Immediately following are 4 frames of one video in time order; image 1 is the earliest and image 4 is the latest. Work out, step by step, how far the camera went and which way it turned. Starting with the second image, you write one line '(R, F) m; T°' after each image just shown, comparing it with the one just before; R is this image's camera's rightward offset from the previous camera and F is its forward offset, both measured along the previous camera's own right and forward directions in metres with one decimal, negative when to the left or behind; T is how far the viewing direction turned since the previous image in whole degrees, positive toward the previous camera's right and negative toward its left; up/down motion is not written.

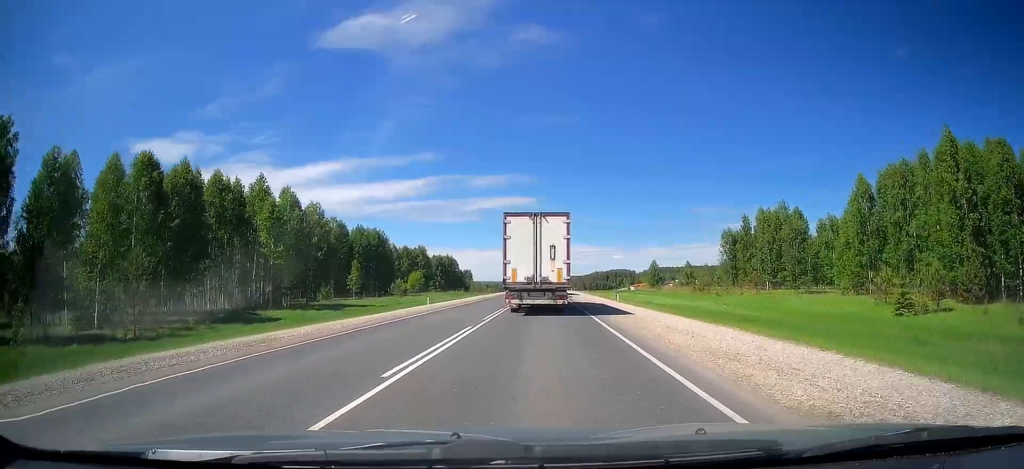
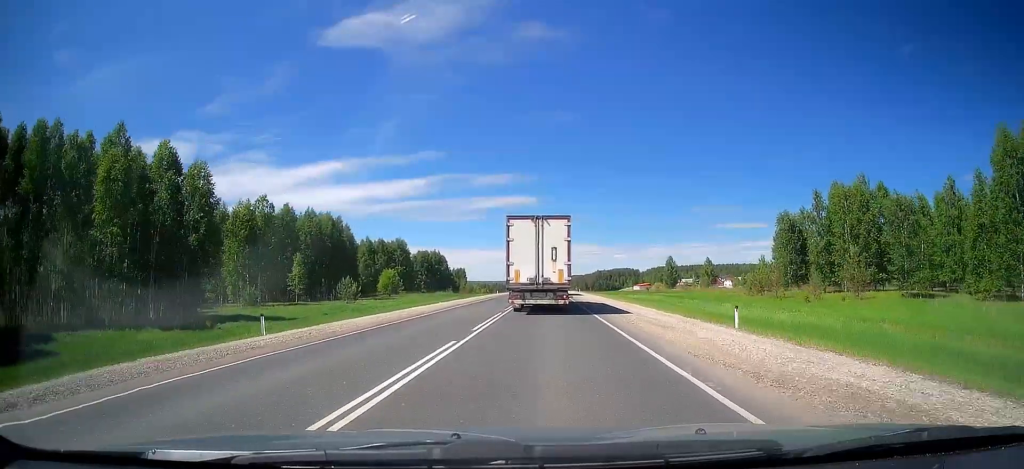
(+0.1, +28.0) m; +1°
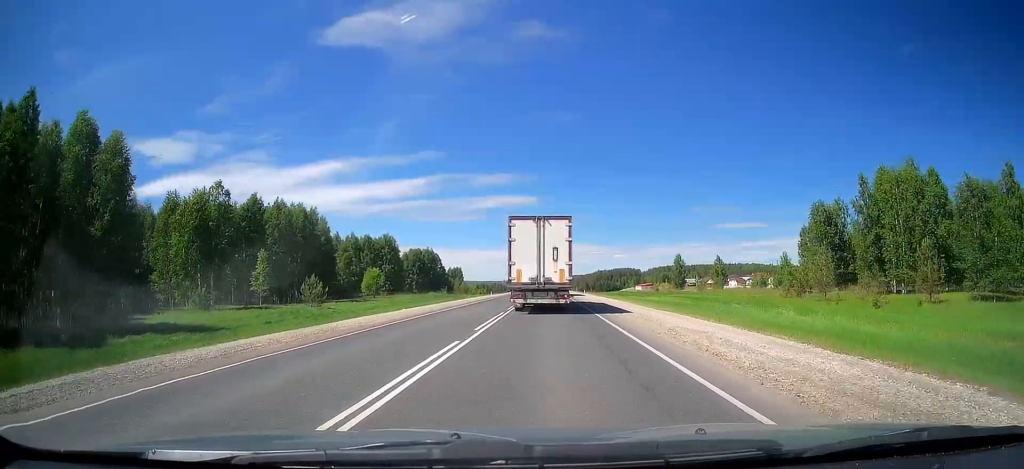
(+0.2, +12.0) m; 0°
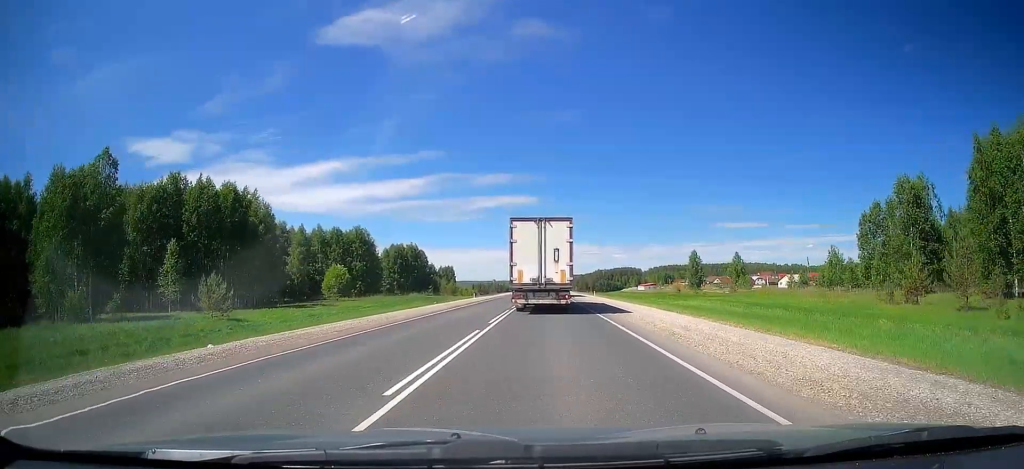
(-0.3, +20.9) m; 0°
